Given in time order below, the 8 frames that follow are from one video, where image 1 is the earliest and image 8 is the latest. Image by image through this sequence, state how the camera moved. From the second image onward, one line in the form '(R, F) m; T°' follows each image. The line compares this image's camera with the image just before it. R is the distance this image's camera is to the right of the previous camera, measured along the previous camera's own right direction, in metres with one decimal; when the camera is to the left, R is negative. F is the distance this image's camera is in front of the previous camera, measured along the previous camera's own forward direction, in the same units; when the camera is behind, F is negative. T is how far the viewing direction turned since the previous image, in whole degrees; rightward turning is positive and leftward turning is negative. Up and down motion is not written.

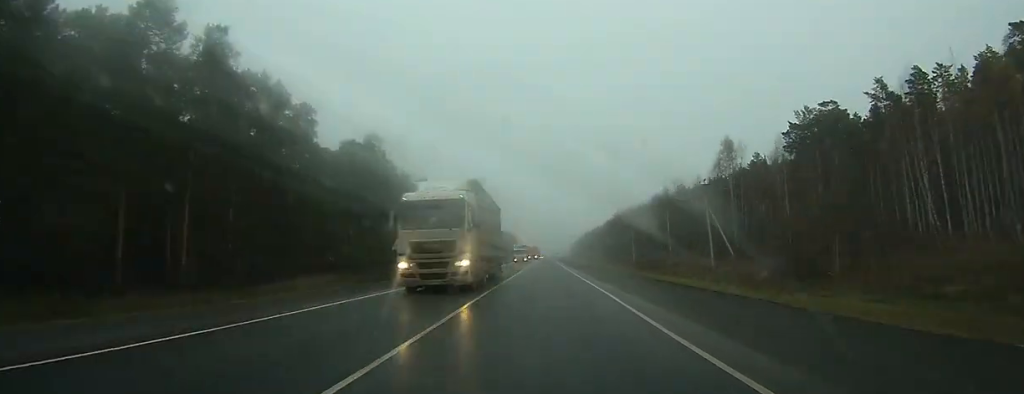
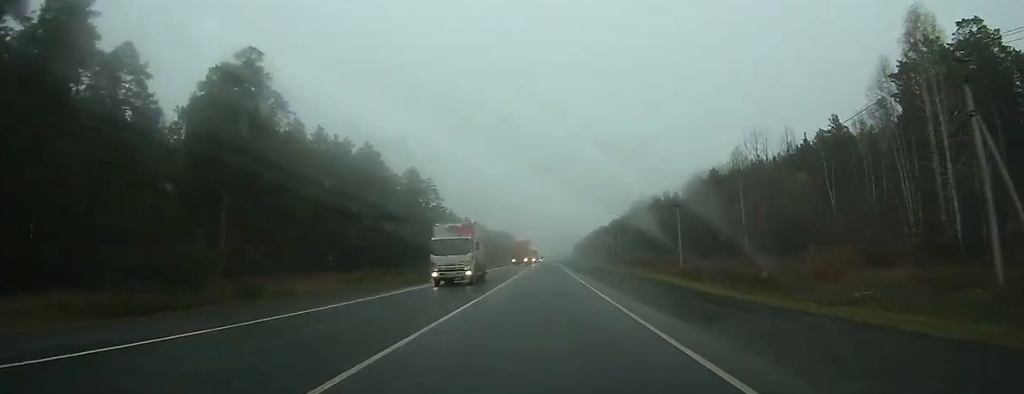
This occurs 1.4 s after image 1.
(+0.1, +43.8) m; 0°
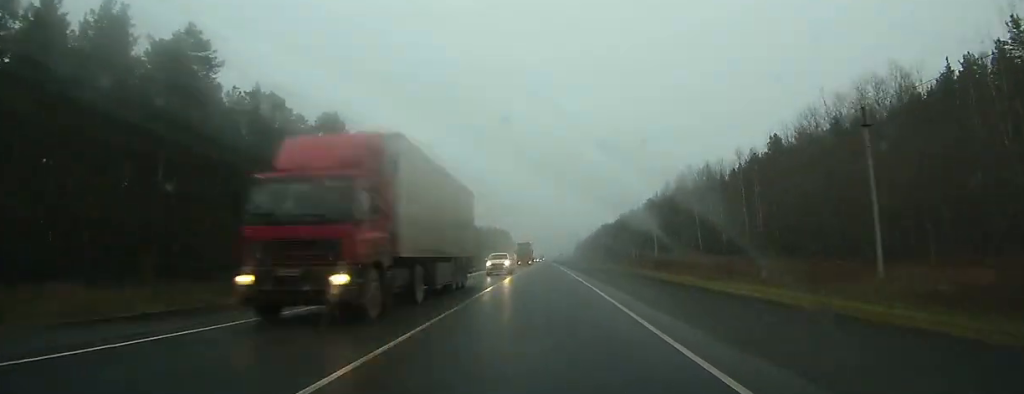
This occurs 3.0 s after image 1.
(+0.1, +49.8) m; 0°
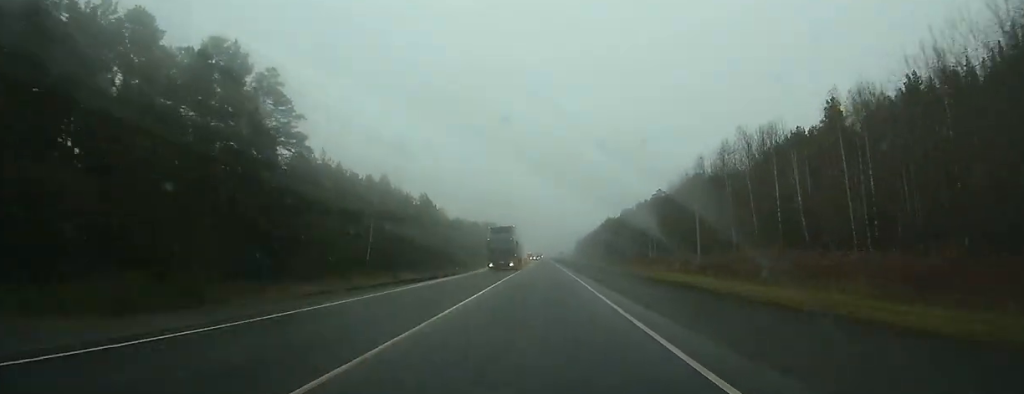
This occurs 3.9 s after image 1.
(0.0, +29.0) m; 0°
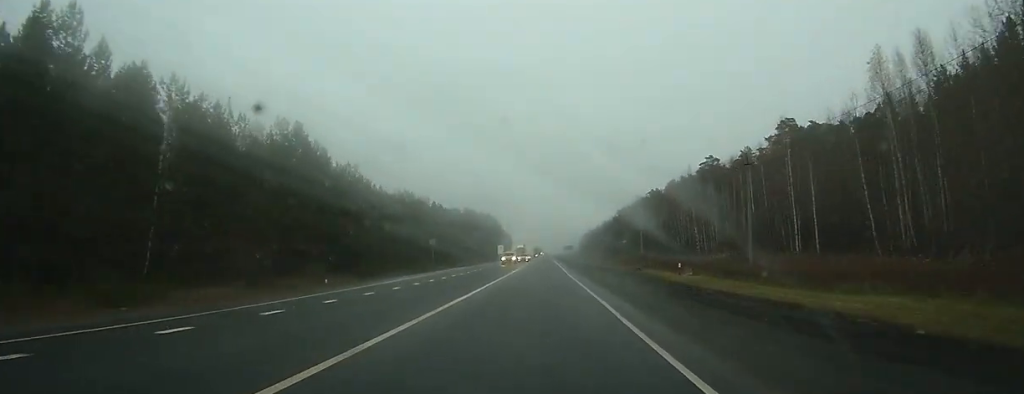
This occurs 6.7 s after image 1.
(-0.1, +83.3) m; 0°
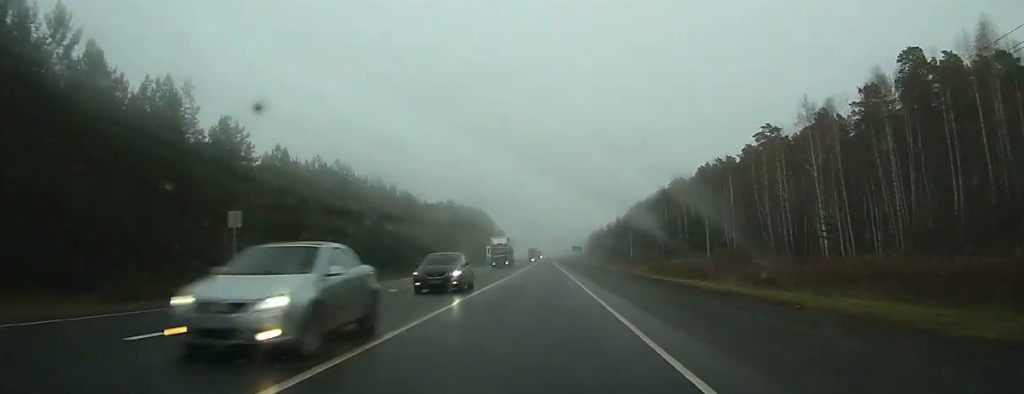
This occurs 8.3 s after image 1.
(-0.2, +49.7) m; 0°
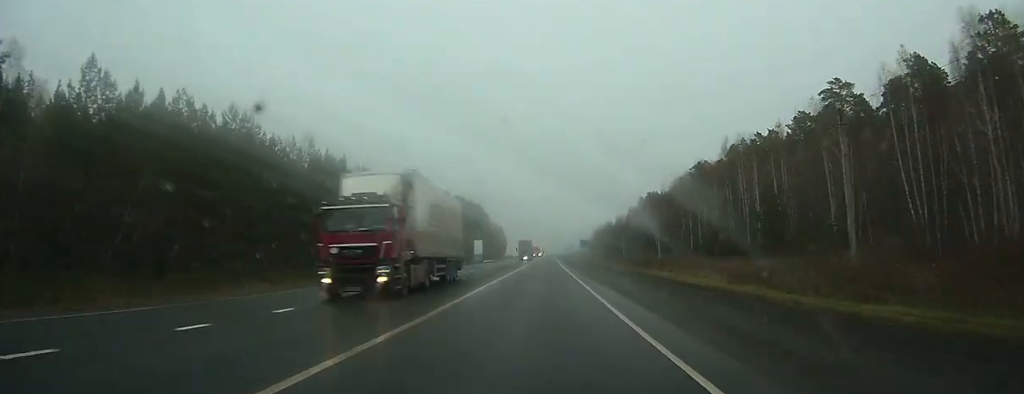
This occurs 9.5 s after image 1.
(-0.1, +35.1) m; 0°
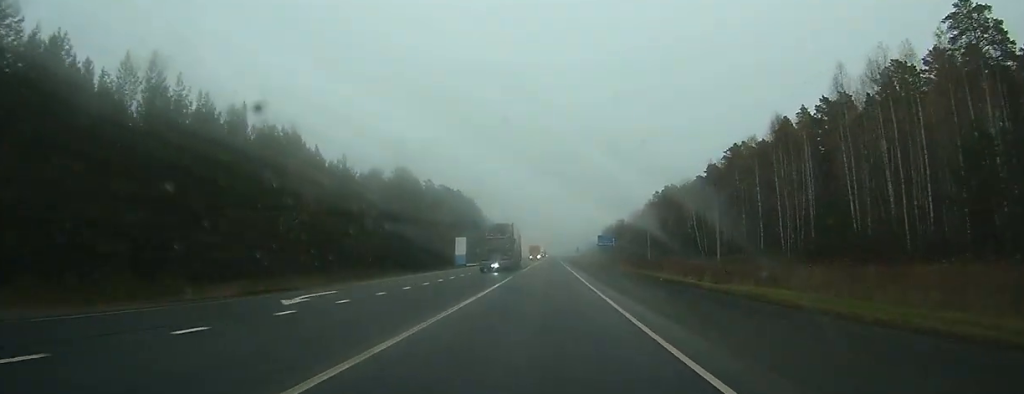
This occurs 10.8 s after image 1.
(0.0, +36.8) m; 0°
